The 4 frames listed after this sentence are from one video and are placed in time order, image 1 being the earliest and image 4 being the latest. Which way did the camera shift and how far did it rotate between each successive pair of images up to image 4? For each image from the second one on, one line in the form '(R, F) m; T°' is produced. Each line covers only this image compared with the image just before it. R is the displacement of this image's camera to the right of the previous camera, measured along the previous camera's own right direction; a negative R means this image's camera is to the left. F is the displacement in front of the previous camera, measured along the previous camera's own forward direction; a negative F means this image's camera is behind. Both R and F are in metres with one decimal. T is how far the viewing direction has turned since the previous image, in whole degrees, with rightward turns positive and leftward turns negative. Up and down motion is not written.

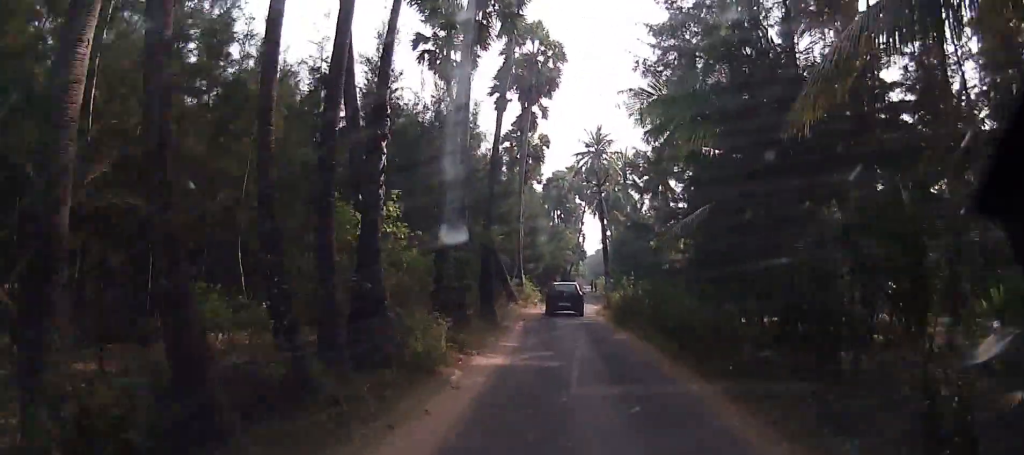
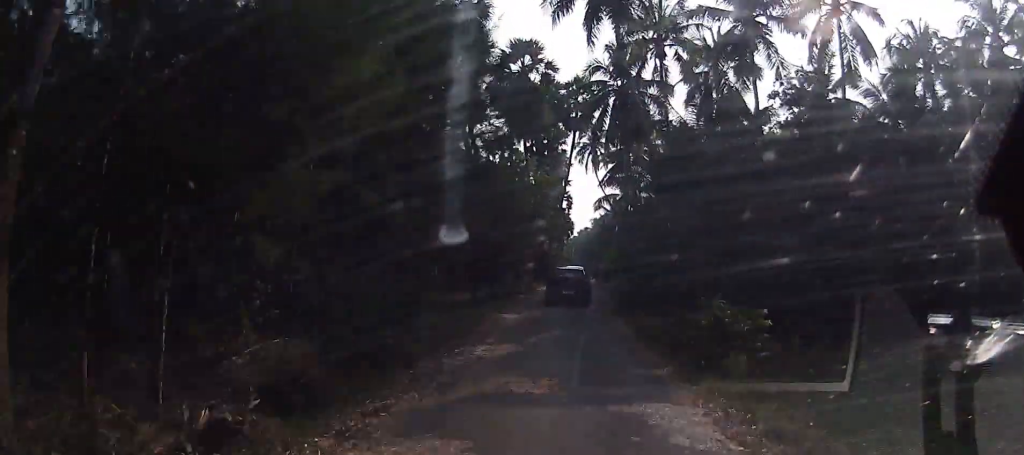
(+1.3, +41.0) m; +3°
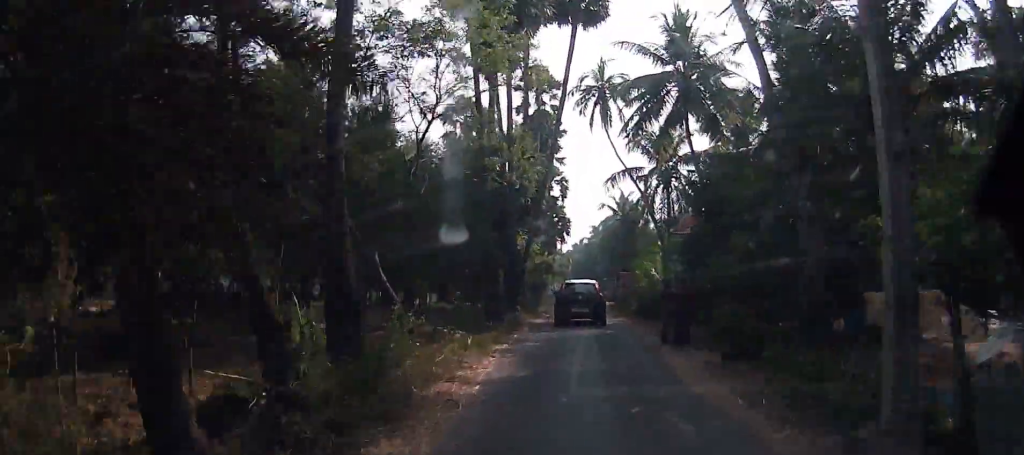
(-1.0, +27.9) m; -3°
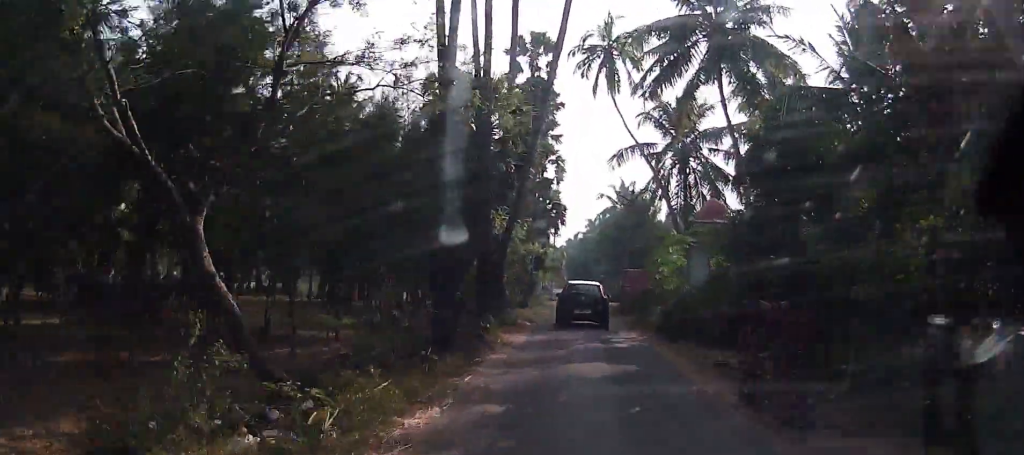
(+0.1, +7.8) m; +1°
